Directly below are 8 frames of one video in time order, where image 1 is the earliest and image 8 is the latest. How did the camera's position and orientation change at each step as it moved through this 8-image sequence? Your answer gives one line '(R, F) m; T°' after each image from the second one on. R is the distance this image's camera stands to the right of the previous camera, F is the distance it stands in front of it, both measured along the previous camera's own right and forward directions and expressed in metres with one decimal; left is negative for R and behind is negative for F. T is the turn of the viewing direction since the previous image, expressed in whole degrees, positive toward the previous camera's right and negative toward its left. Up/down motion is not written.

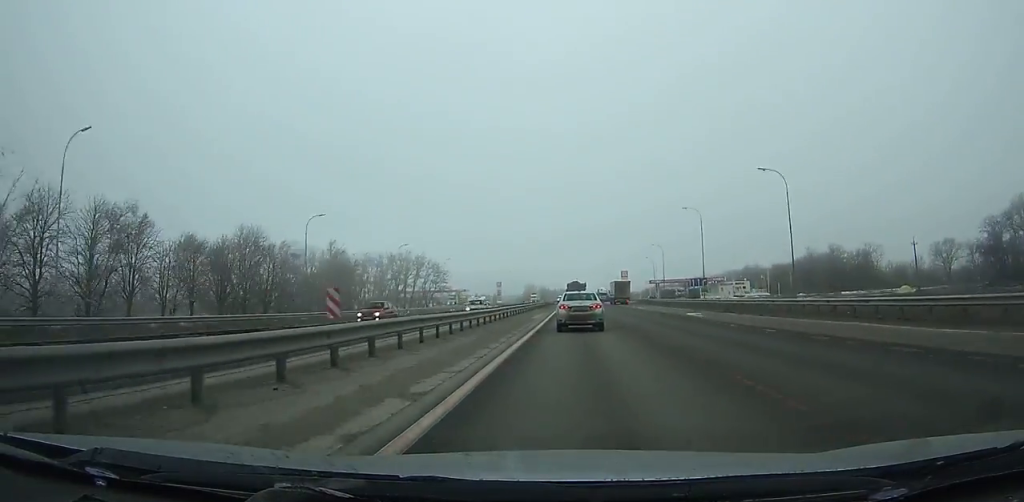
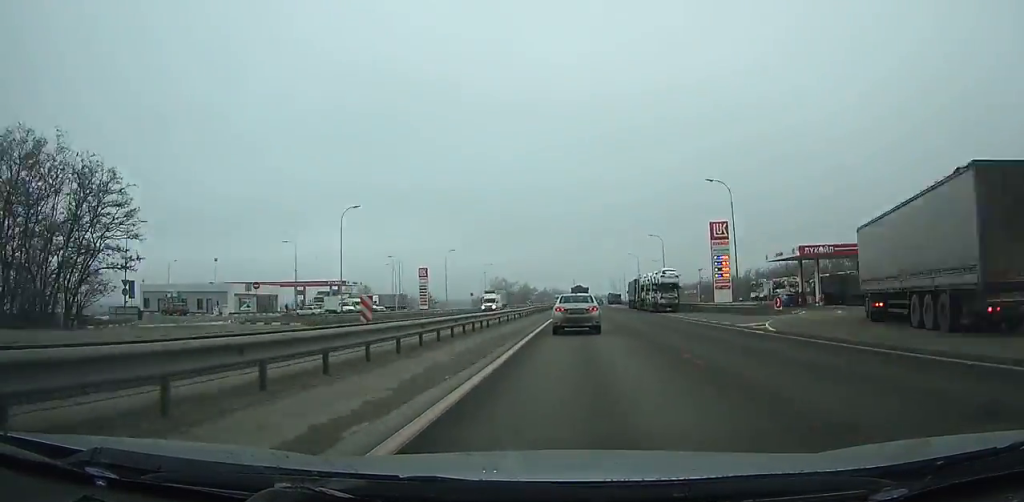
(+0.3, +118.4) m; +1°
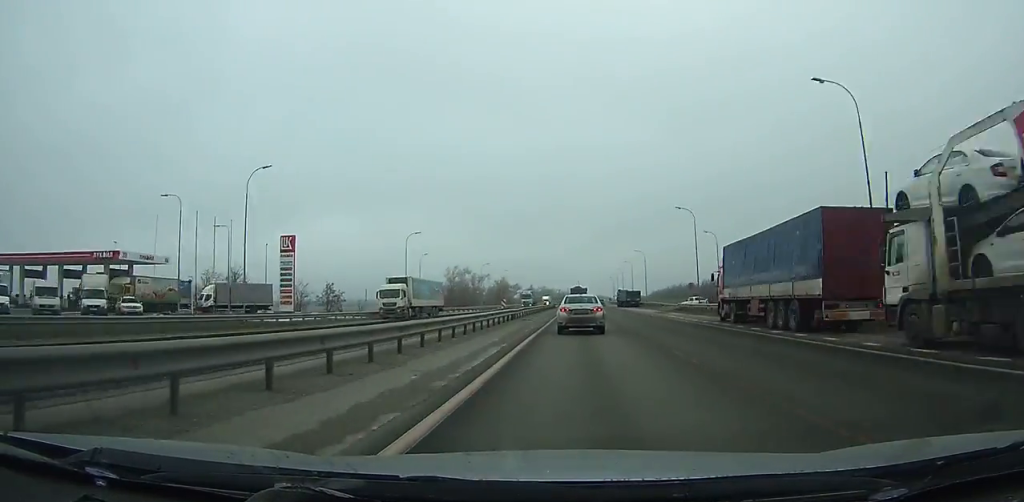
(+0.3, +58.0) m; +1°
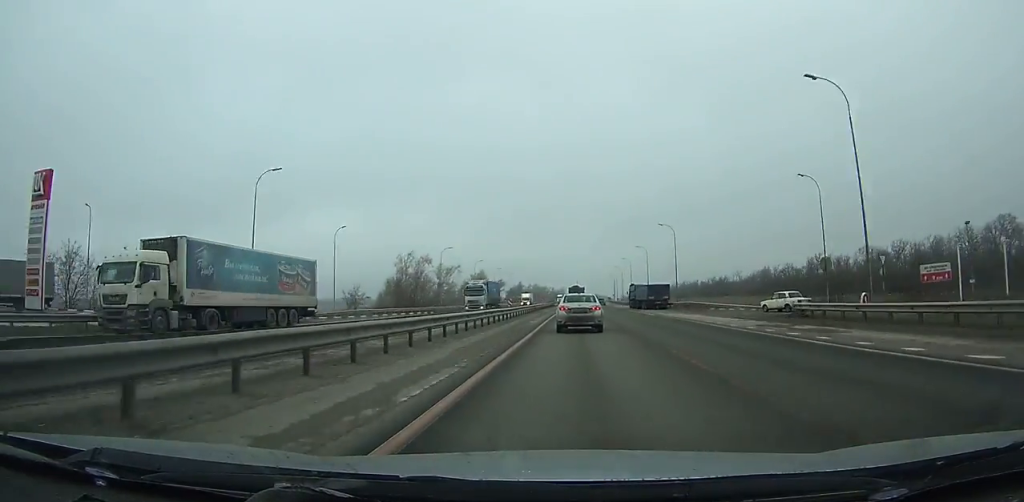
(+0.2, +34.8) m; 0°
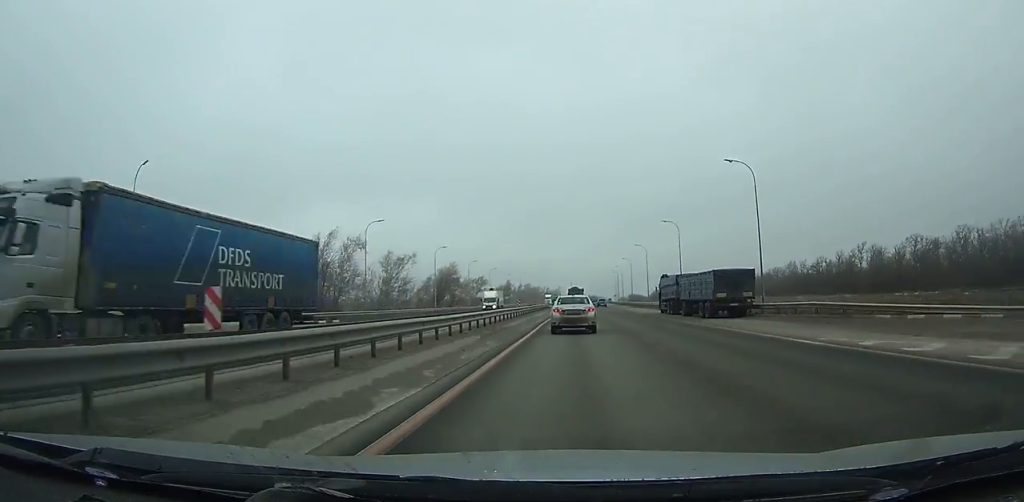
(+0.1, +32.6) m; 0°
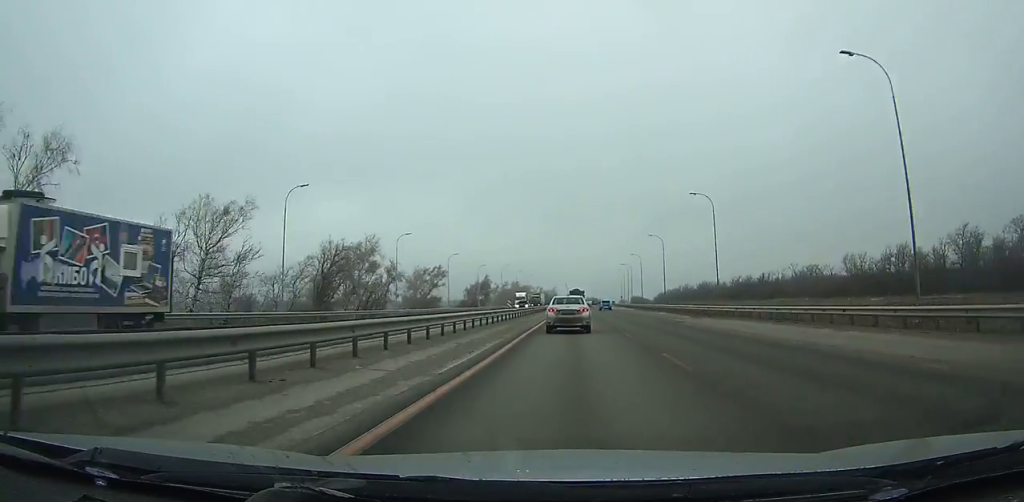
(+0.1, +46.9) m; 0°
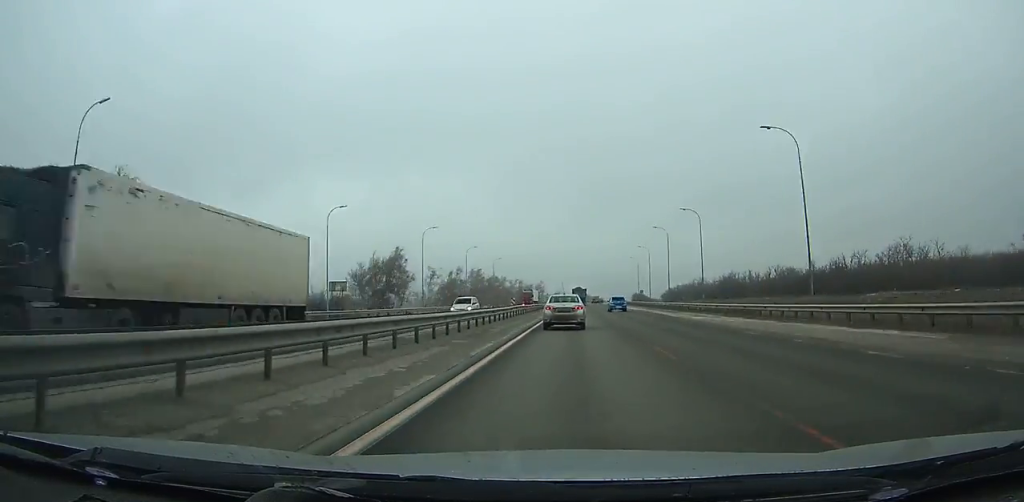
(+0.6, +78.5) m; +1°
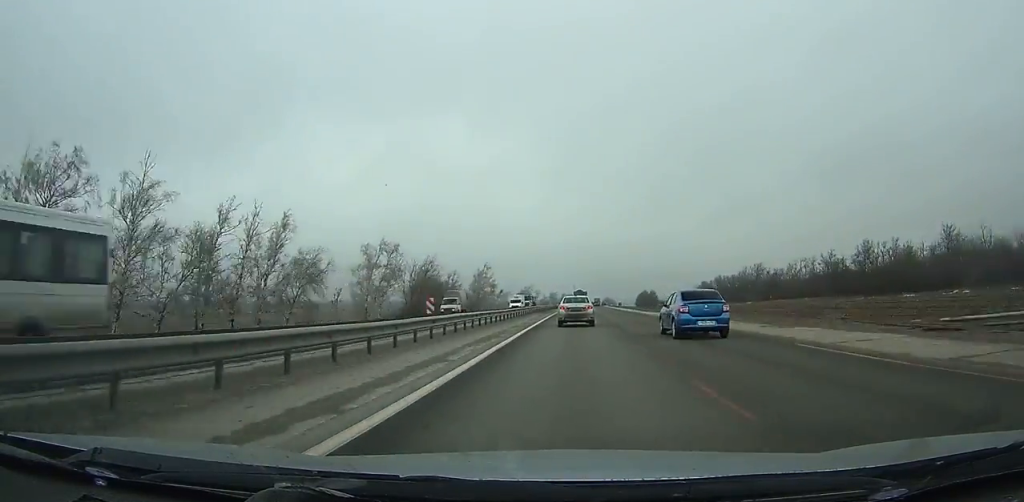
(+2.0, +144.7) m; +2°
